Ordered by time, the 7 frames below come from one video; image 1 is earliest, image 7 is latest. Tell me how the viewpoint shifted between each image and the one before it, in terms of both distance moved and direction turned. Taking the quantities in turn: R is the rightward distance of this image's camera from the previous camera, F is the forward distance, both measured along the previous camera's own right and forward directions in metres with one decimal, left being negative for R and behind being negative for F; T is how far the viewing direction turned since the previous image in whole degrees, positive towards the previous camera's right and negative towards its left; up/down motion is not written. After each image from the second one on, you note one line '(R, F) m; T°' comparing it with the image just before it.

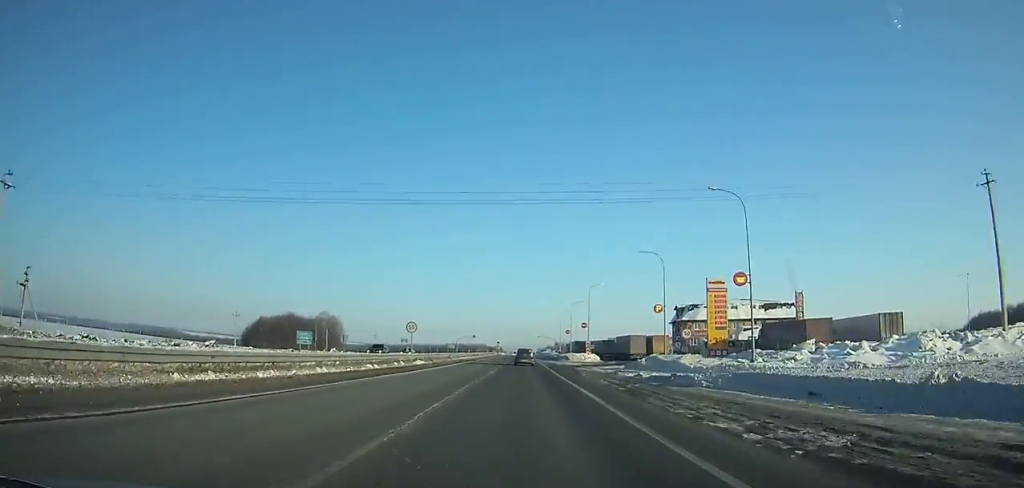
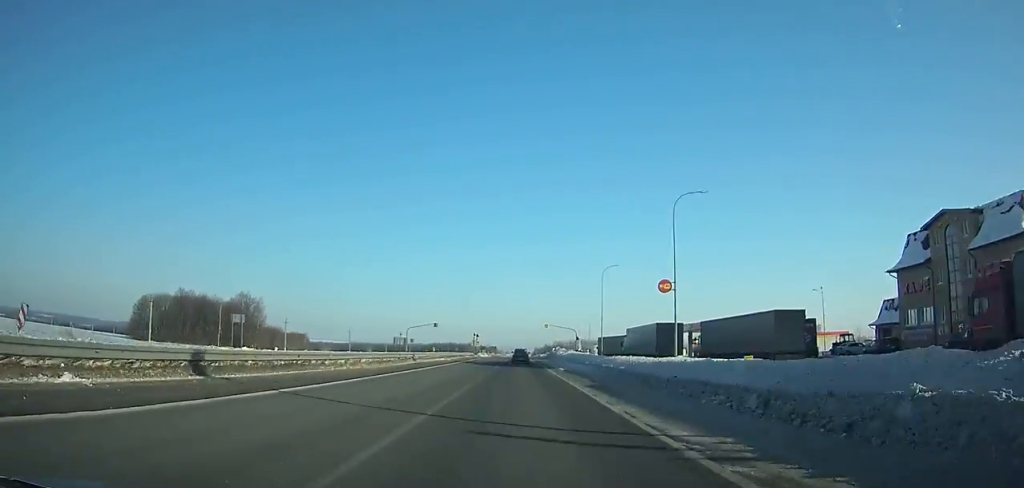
(+0.2, +85.7) m; 0°
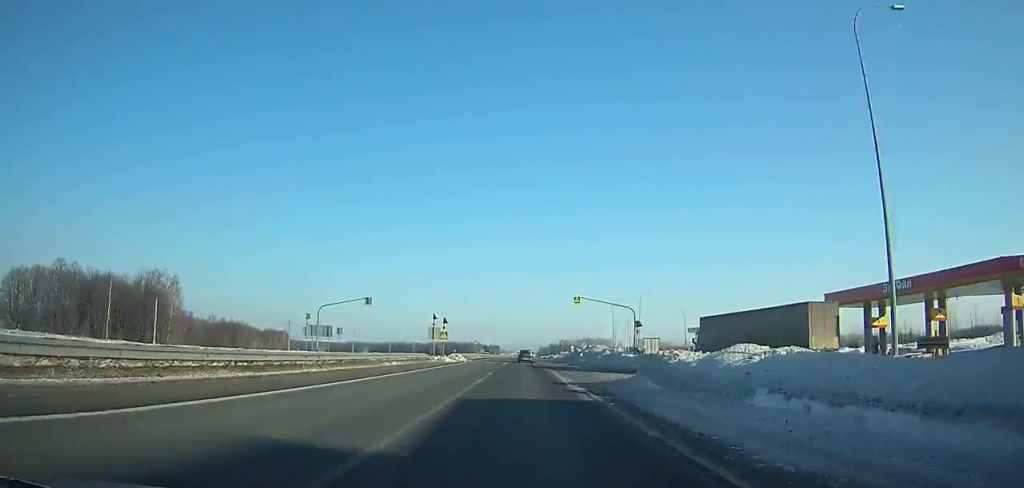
(-0.2, +59.8) m; 0°
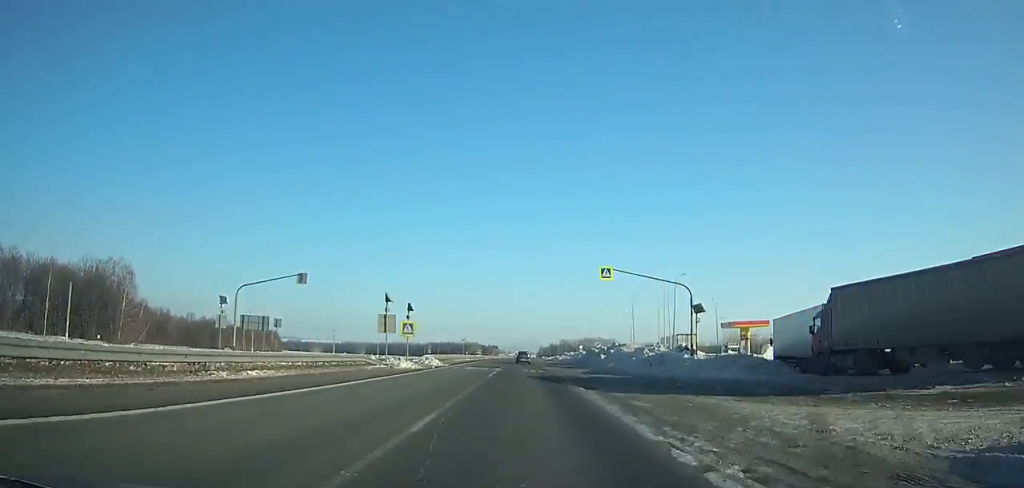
(-0.1, +21.2) m; 0°
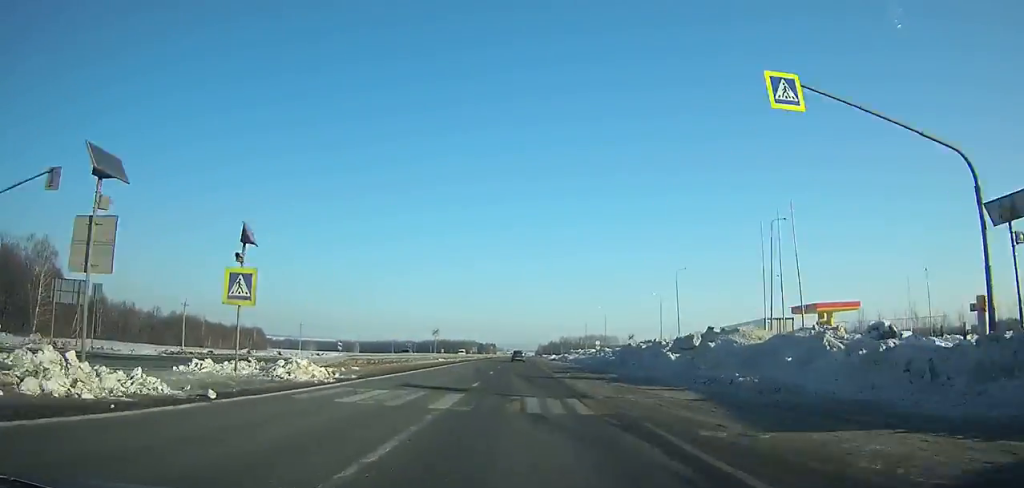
(0.0, +28.9) m; 0°
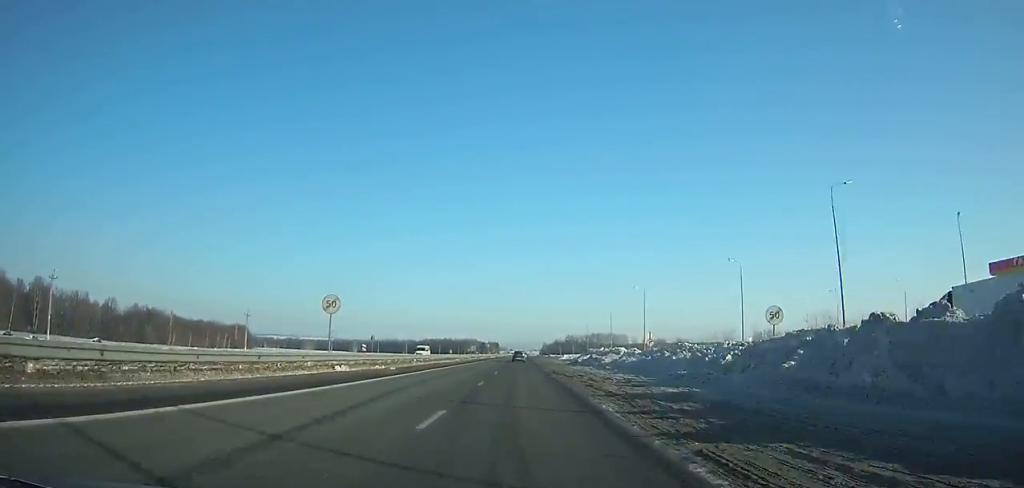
(0.0, +34.8) m; 0°
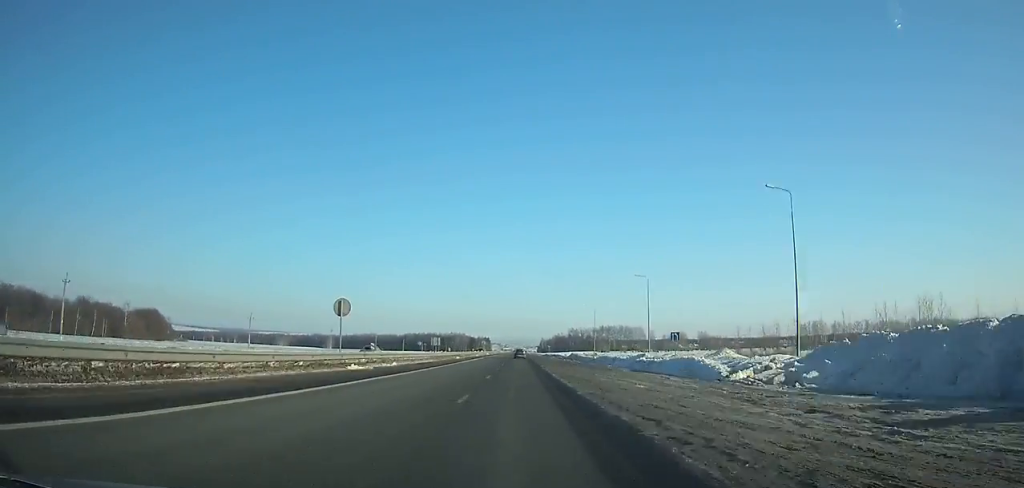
(+1.1, +115.4) m; +1°
